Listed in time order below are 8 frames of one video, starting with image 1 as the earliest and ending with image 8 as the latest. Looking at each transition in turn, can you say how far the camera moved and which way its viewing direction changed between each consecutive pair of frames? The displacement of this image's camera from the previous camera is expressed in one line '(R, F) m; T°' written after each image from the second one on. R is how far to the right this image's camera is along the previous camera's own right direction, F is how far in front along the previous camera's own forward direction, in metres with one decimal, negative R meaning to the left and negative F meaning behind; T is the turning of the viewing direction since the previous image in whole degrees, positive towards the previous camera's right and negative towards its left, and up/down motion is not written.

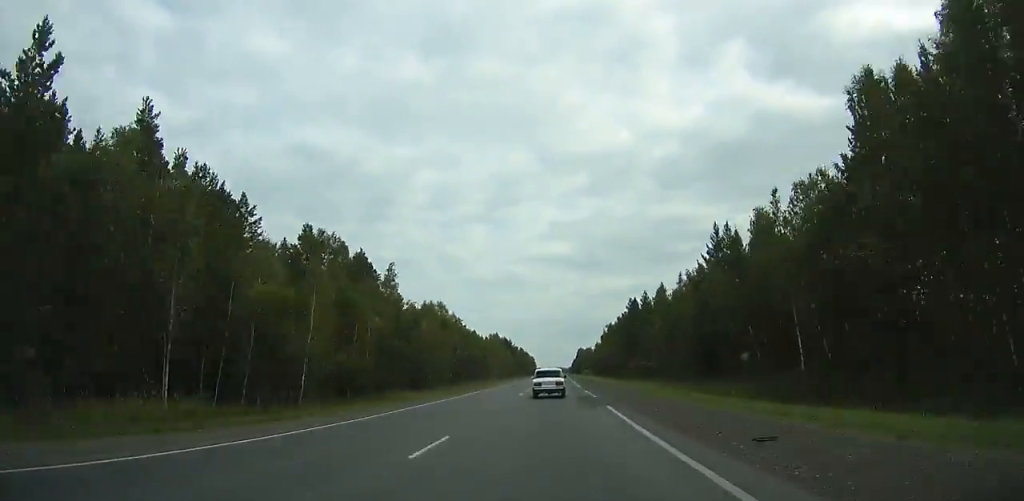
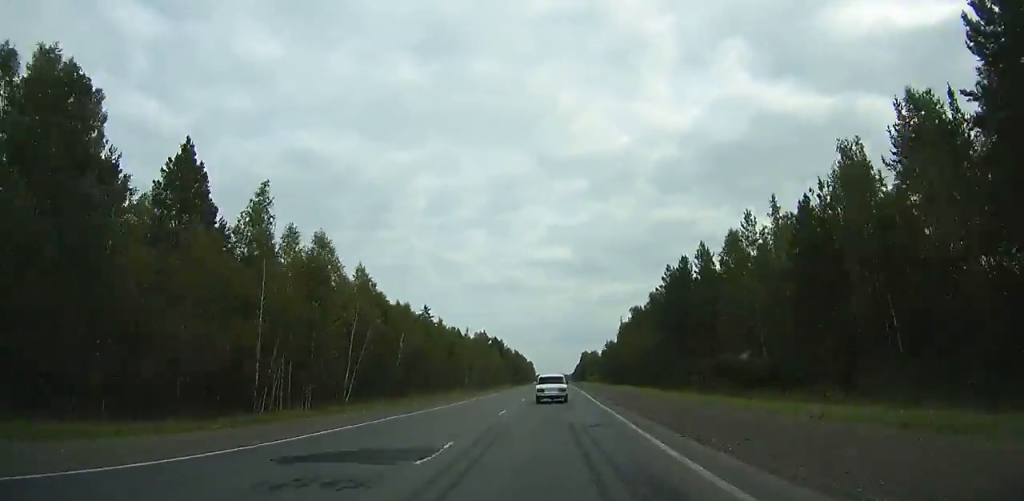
(+0.1, +44.2) m; -2°
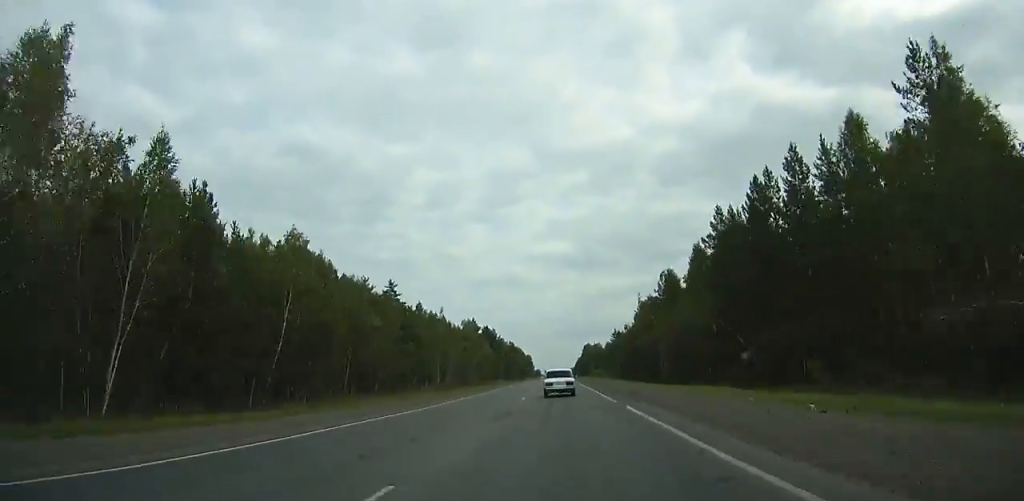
(-0.3, +26.8) m; 0°
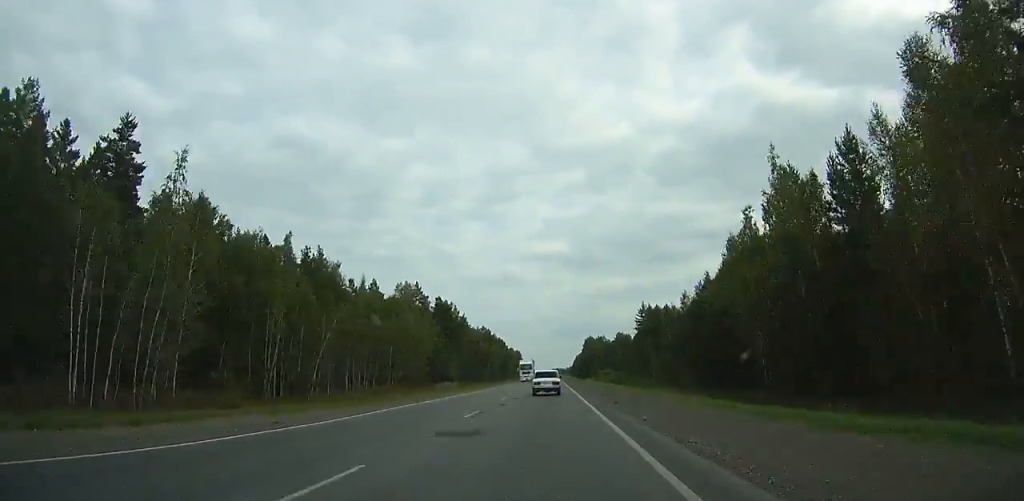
(-0.4, +68.7) m; +2°
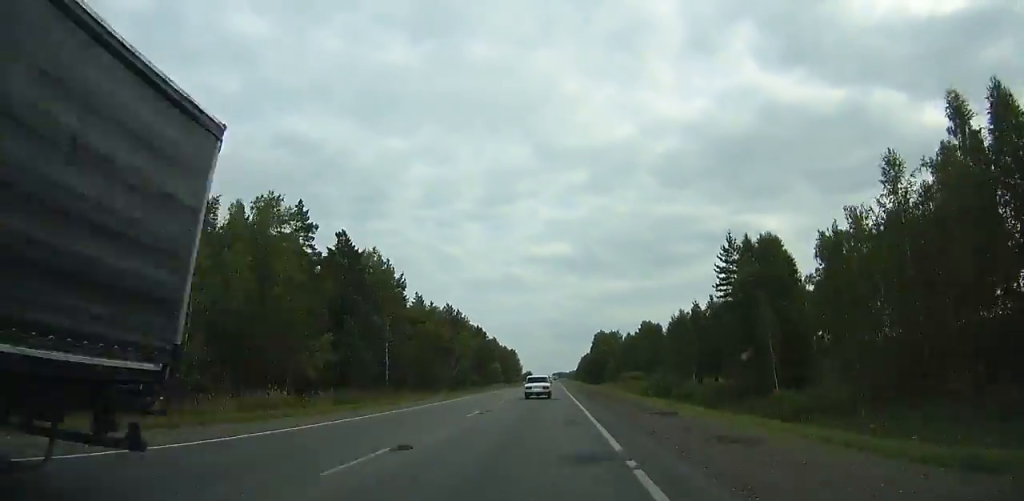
(+2.9, +63.9) m; +1°
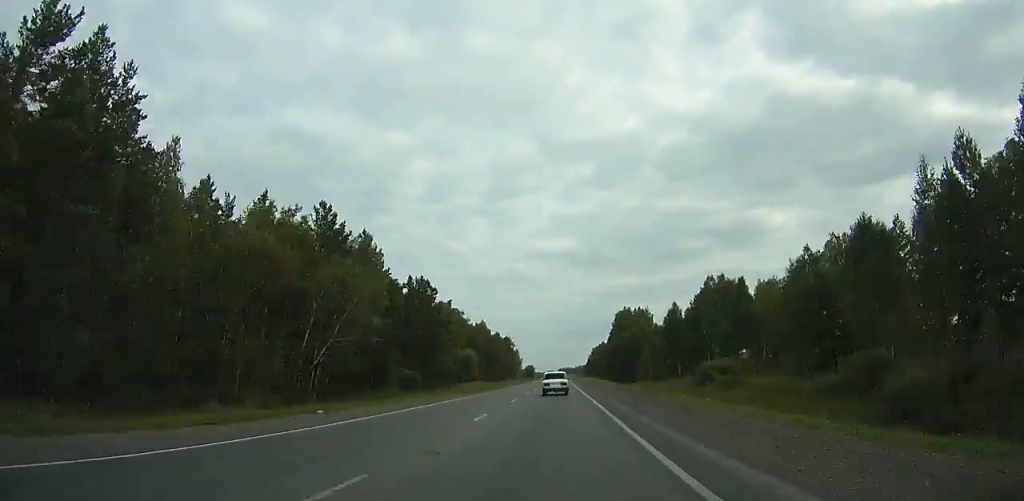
(-1.7, +67.5) m; -1°
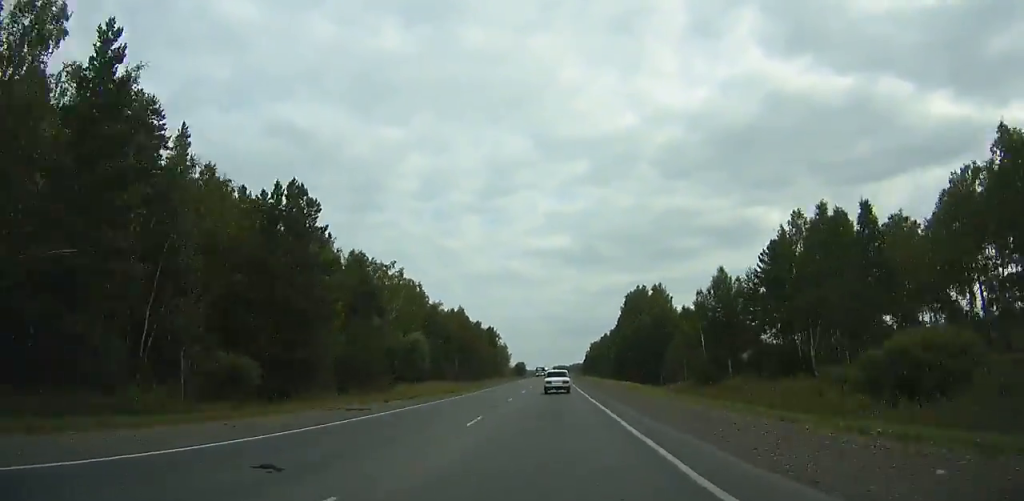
(-0.8, +39.5) m; +5°
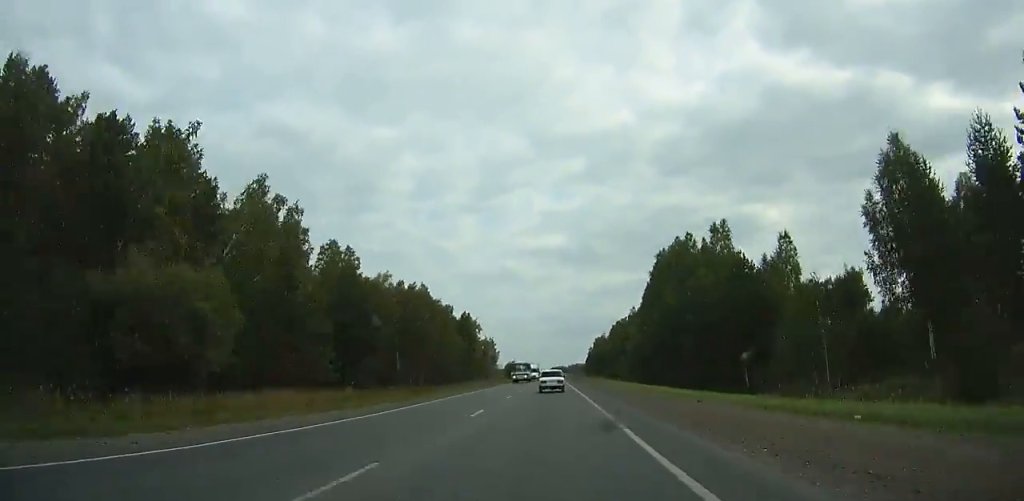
(+1.4, +48.5) m; +1°
